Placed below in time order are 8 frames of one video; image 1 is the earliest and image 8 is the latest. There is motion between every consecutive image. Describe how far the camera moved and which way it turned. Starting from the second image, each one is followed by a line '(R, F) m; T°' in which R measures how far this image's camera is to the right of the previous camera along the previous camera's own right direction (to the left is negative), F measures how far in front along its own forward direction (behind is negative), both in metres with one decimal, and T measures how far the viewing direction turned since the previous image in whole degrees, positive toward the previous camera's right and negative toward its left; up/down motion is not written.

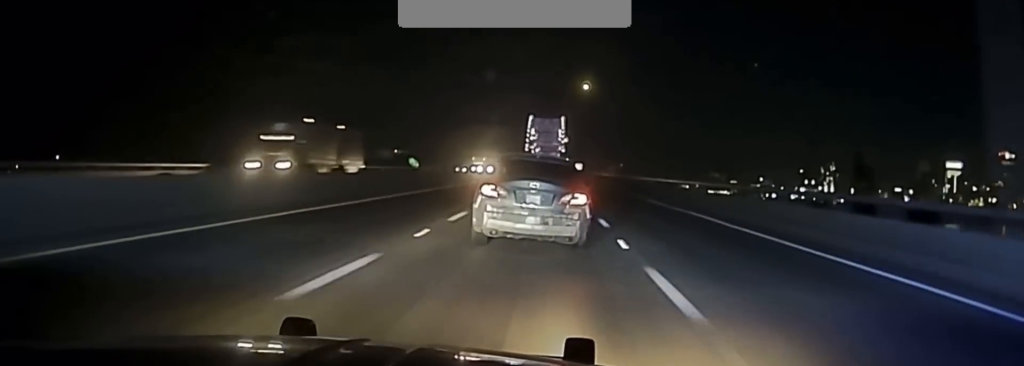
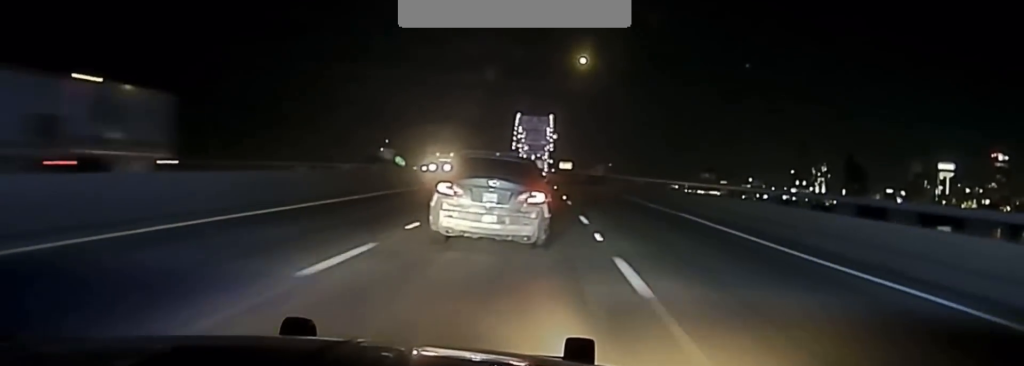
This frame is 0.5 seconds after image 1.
(0.0, +24.8) m; 0°
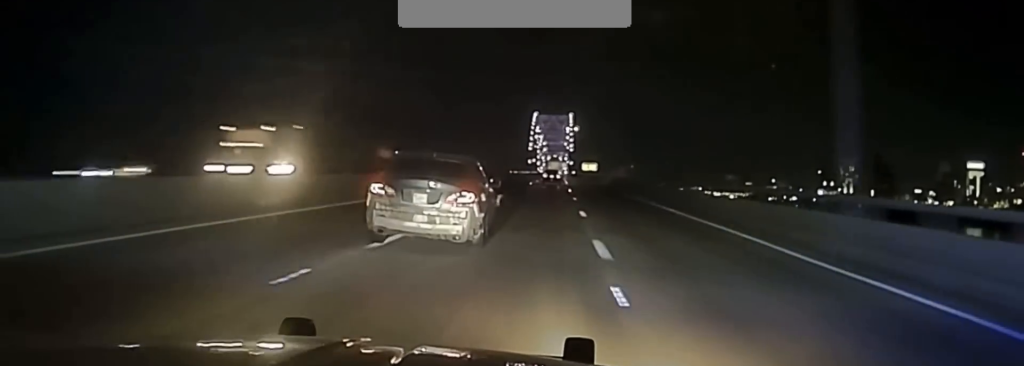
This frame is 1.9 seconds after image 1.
(0.0, +57.4) m; 0°
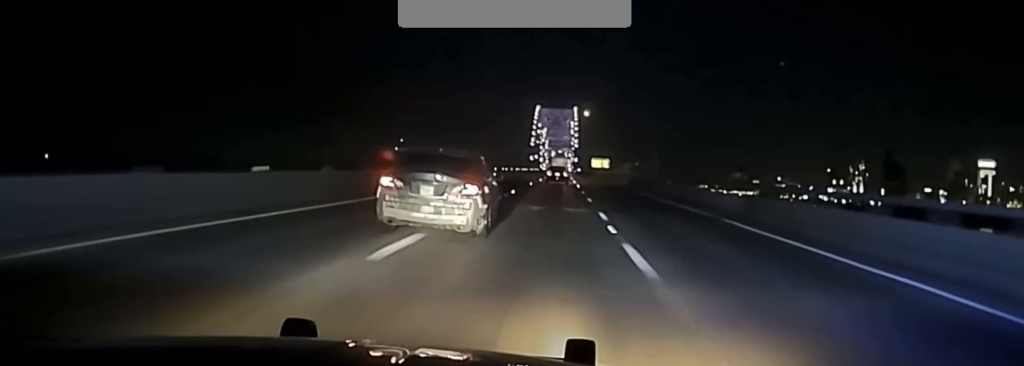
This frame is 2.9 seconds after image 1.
(0.0, +40.7) m; 0°
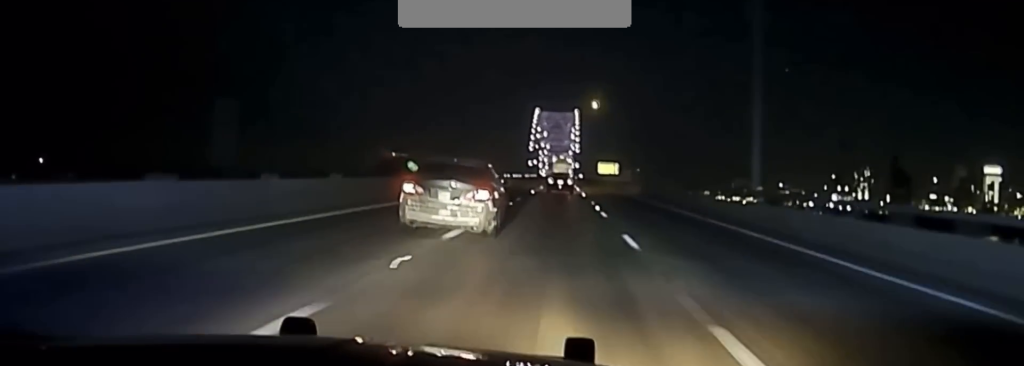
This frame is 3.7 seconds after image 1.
(0.0, +30.5) m; 0°
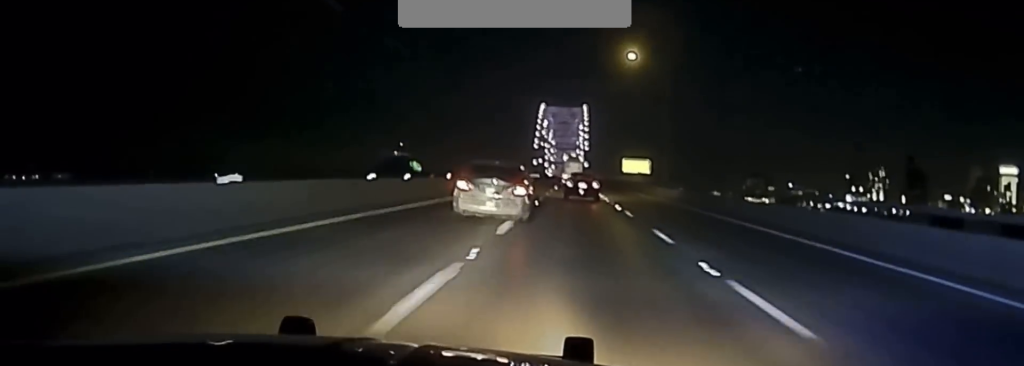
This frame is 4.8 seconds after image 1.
(-0.2, +41.4) m; -1°
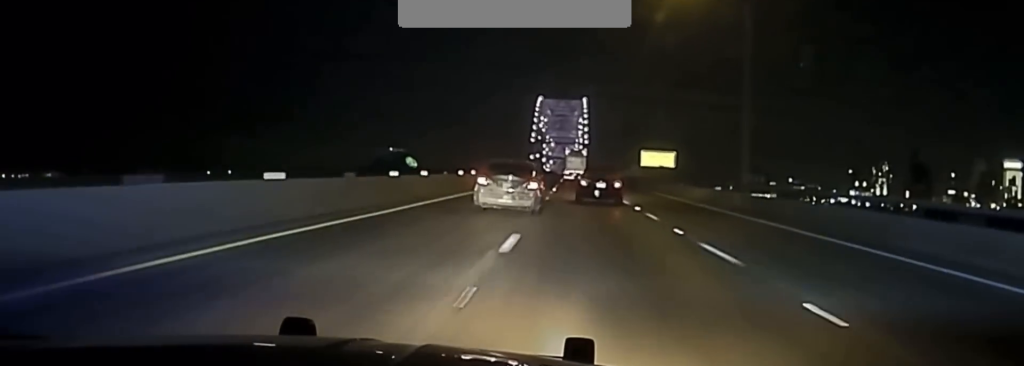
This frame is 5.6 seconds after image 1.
(-0.1, +26.7) m; 0°
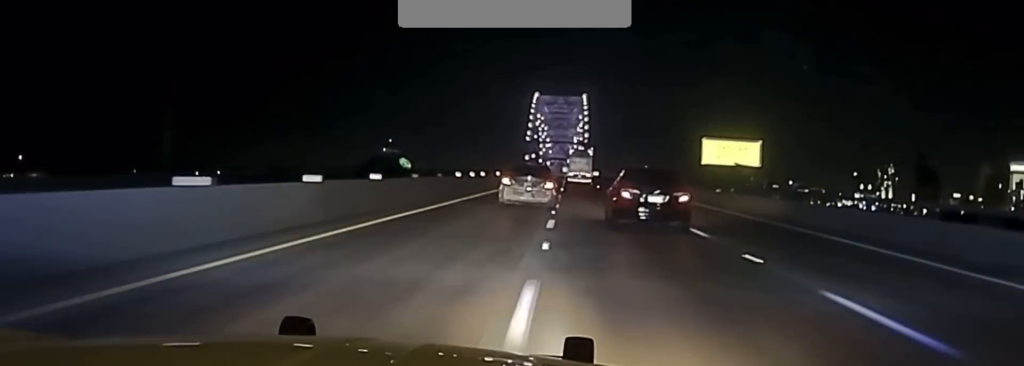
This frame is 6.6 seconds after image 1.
(-0.2, +42.2) m; 0°
